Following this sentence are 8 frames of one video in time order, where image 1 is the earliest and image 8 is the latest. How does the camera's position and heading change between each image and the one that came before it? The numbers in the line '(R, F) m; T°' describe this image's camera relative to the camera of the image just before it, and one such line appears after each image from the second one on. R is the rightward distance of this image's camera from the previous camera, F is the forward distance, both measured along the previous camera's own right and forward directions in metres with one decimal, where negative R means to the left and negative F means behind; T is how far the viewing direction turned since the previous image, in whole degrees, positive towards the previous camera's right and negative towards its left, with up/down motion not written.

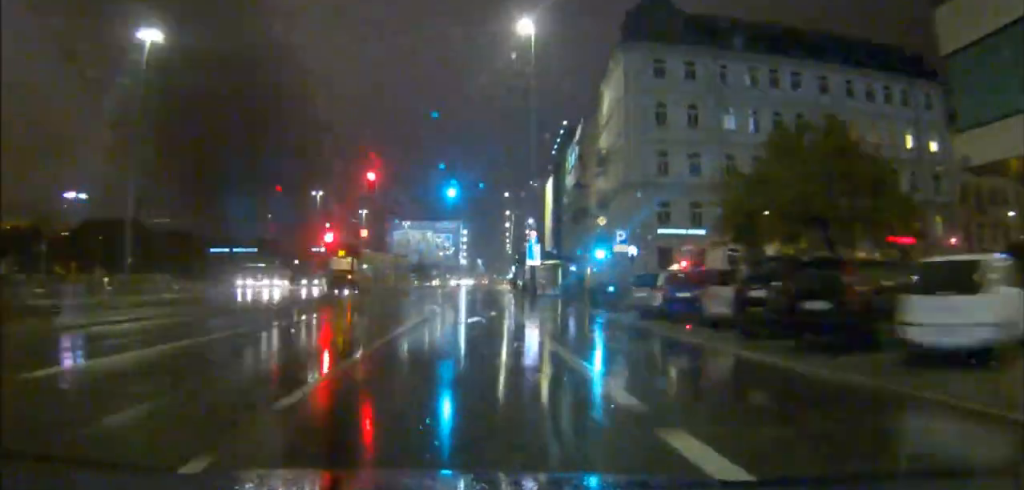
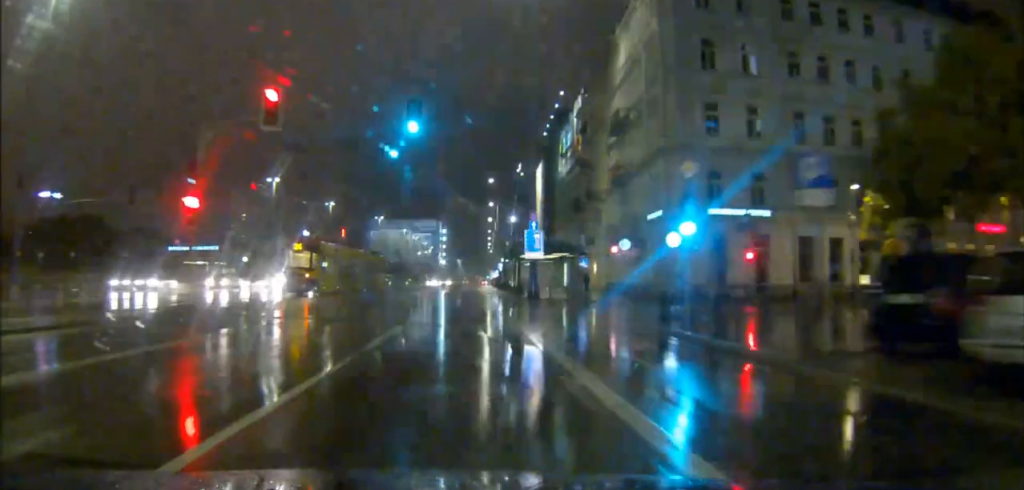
(+0.2, +18.2) m; 0°
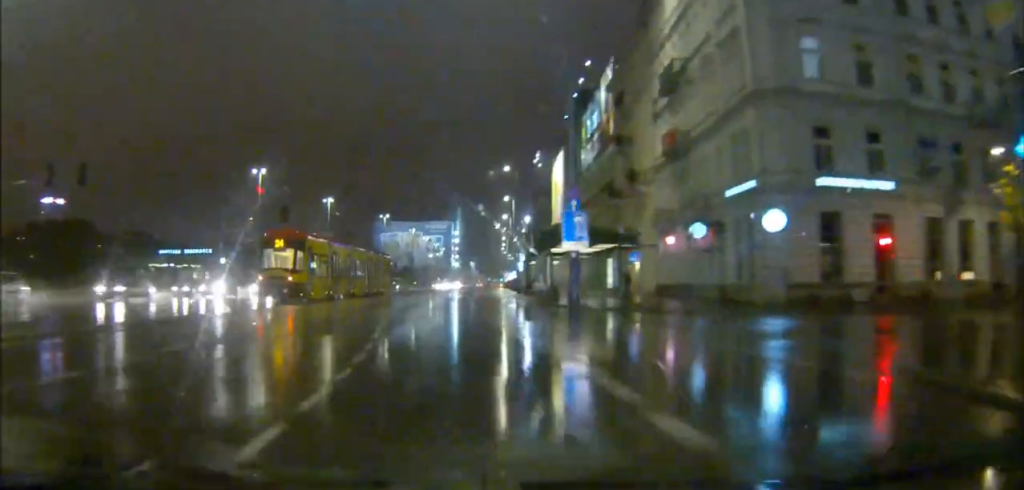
(-0.2, +14.1) m; -1°
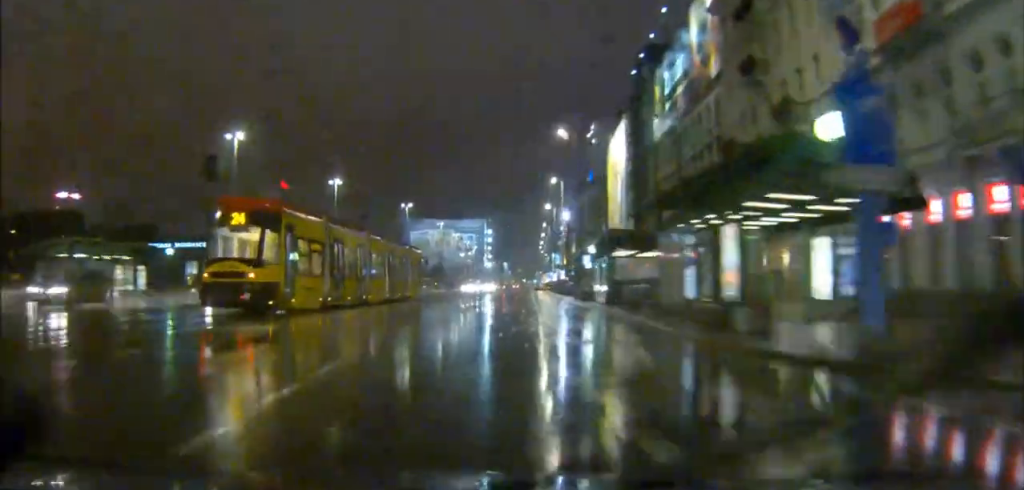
(-0.5, +24.6) m; 0°
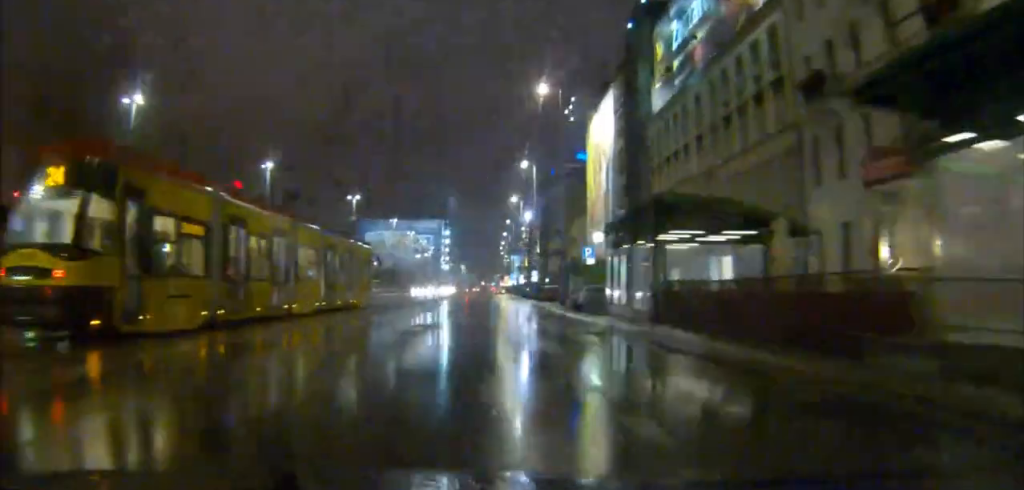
(+0.5, +17.1) m; +2°
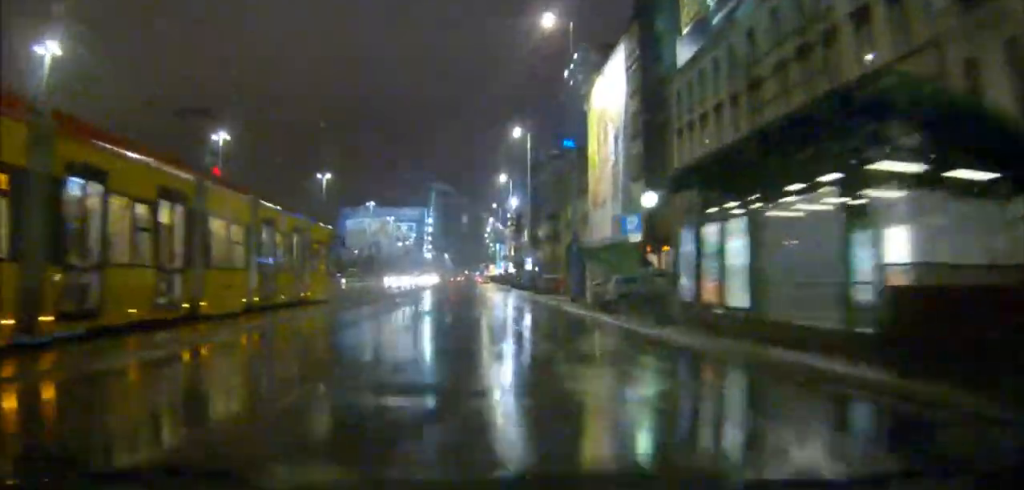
(+0.2, +13.4) m; +1°
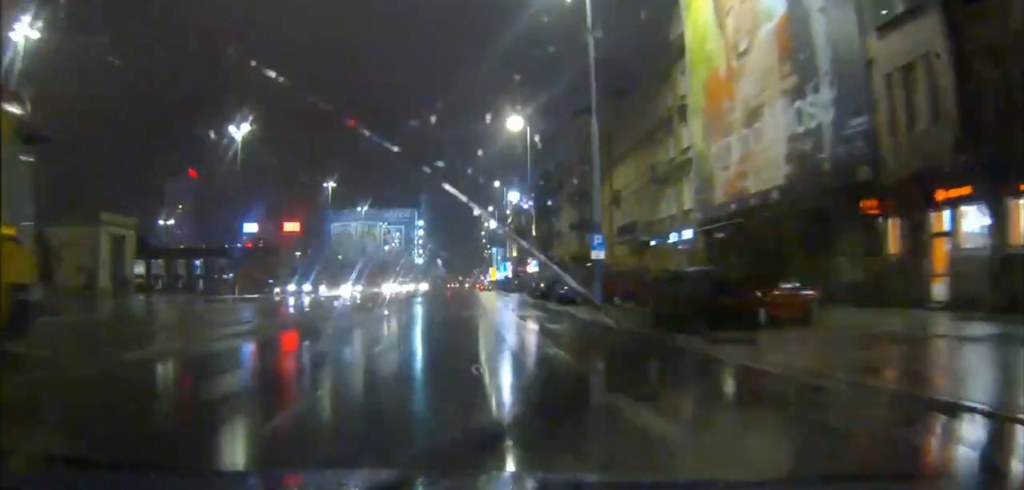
(+0.4, +41.6) m; +1°
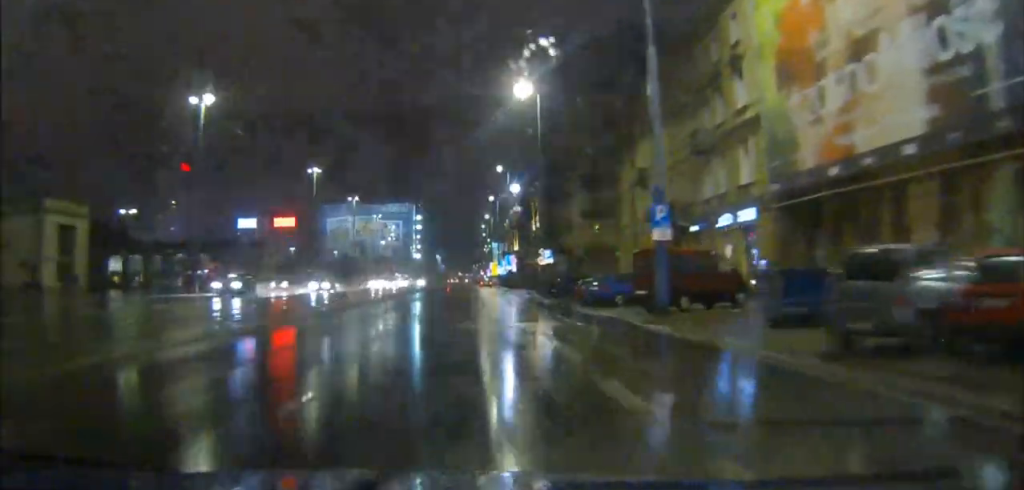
(0.0, +11.2) m; 0°
